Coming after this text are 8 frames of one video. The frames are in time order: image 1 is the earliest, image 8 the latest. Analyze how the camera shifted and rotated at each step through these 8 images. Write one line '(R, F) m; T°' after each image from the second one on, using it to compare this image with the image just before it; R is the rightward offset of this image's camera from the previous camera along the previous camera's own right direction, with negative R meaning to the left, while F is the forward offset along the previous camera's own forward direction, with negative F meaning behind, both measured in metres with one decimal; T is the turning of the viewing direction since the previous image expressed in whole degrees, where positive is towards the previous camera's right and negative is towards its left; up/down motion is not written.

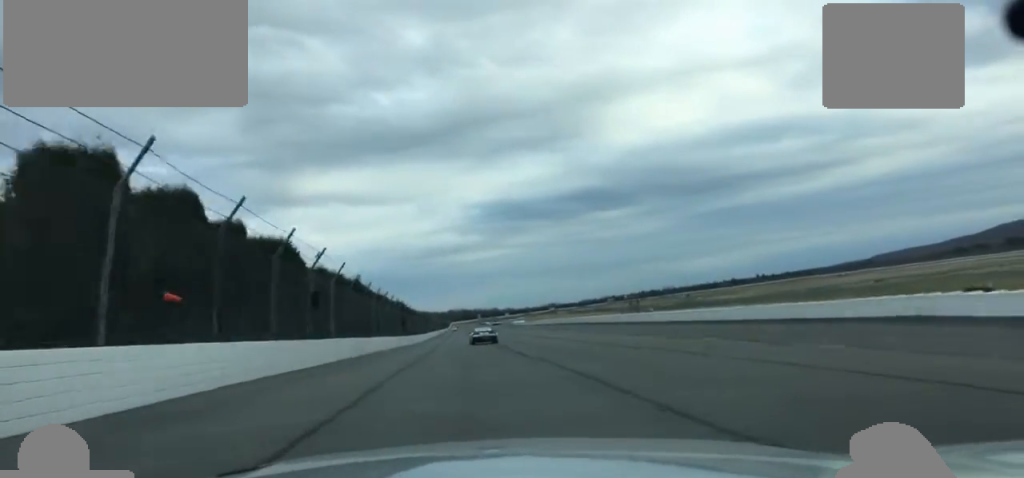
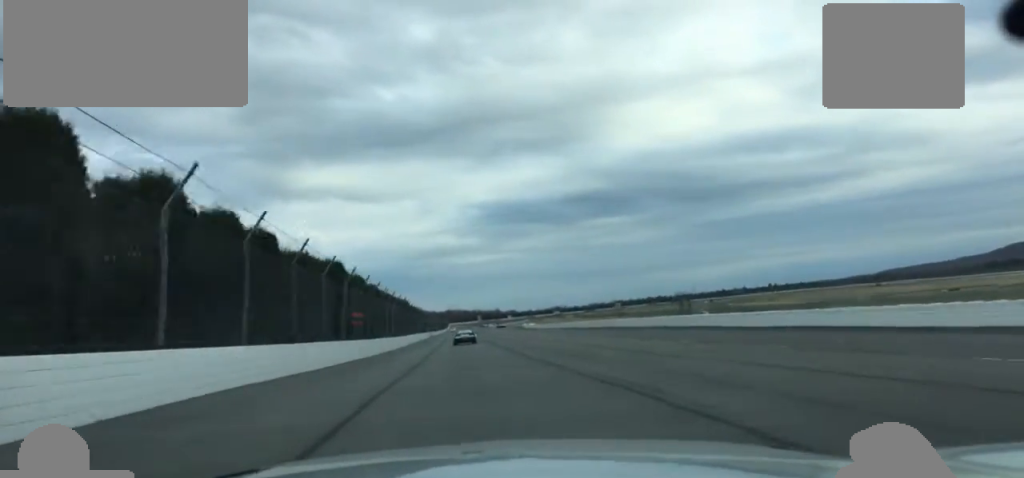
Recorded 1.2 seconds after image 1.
(+1.1, +58.8) m; +1°
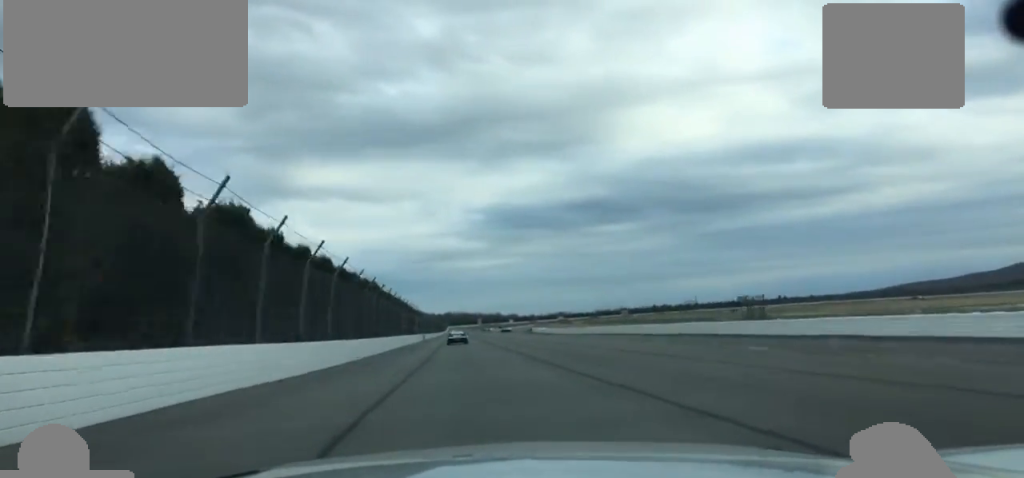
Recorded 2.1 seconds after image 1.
(0.0, +44.5) m; 0°
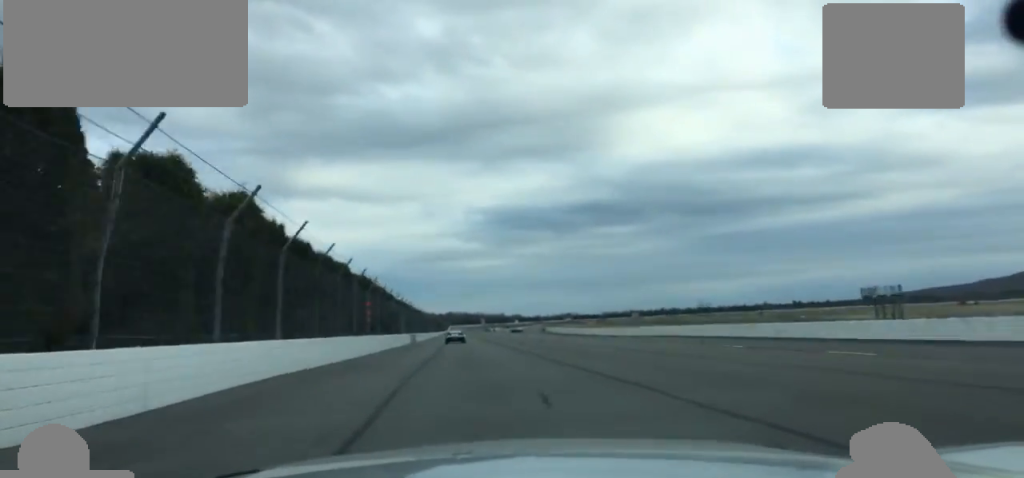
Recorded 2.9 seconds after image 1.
(-0.3, +44.4) m; 0°
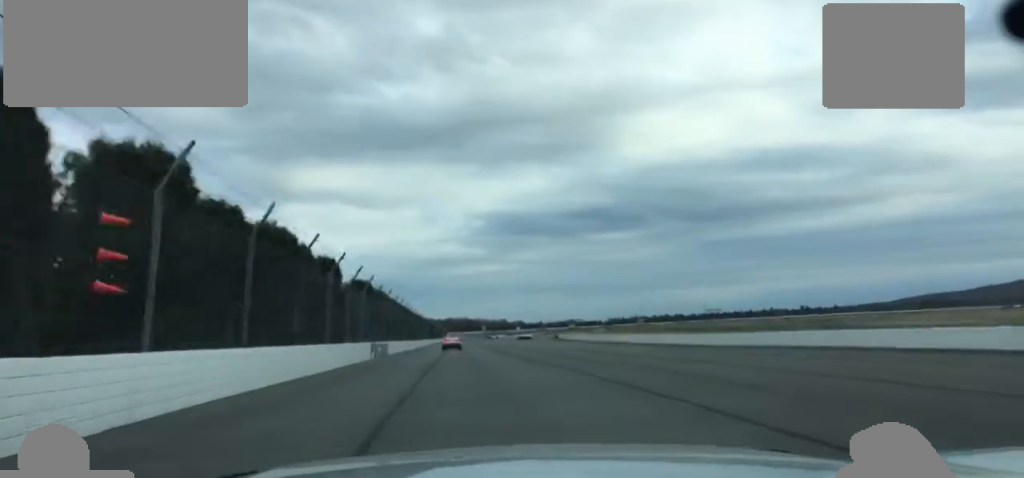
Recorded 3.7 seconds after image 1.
(+0.3, +44.1) m; +1°
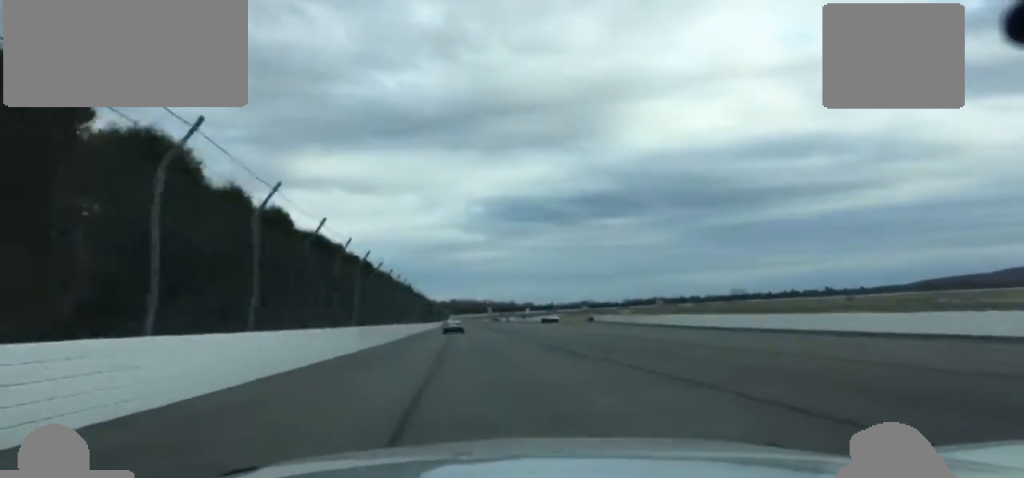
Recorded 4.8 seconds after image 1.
(+0.4, +61.2) m; 0°
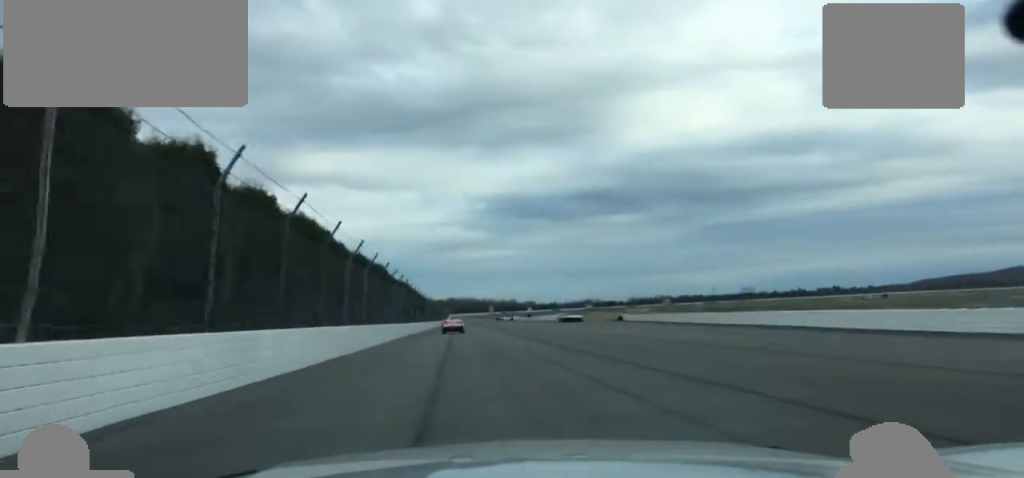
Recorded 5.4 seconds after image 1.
(-0.3, +34.9) m; 0°
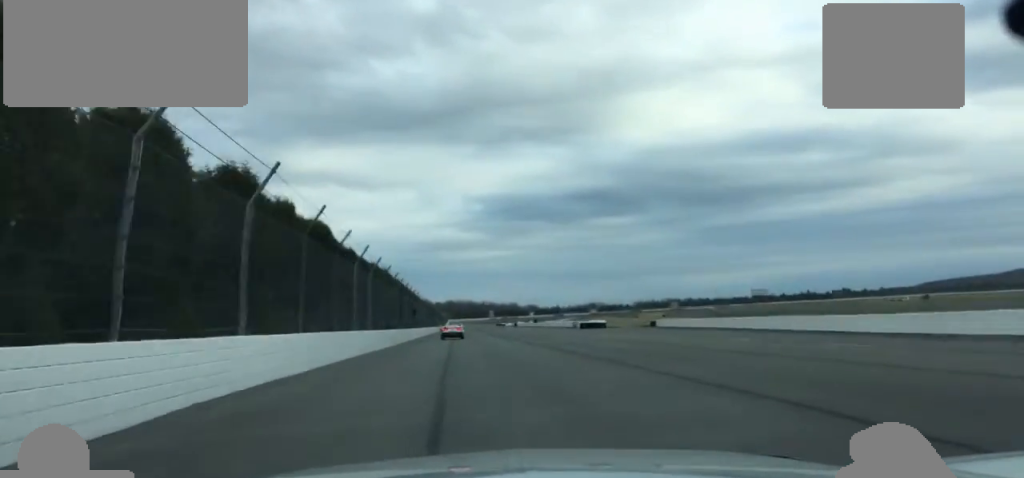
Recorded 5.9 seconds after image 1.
(-0.2, +27.3) m; 0°
